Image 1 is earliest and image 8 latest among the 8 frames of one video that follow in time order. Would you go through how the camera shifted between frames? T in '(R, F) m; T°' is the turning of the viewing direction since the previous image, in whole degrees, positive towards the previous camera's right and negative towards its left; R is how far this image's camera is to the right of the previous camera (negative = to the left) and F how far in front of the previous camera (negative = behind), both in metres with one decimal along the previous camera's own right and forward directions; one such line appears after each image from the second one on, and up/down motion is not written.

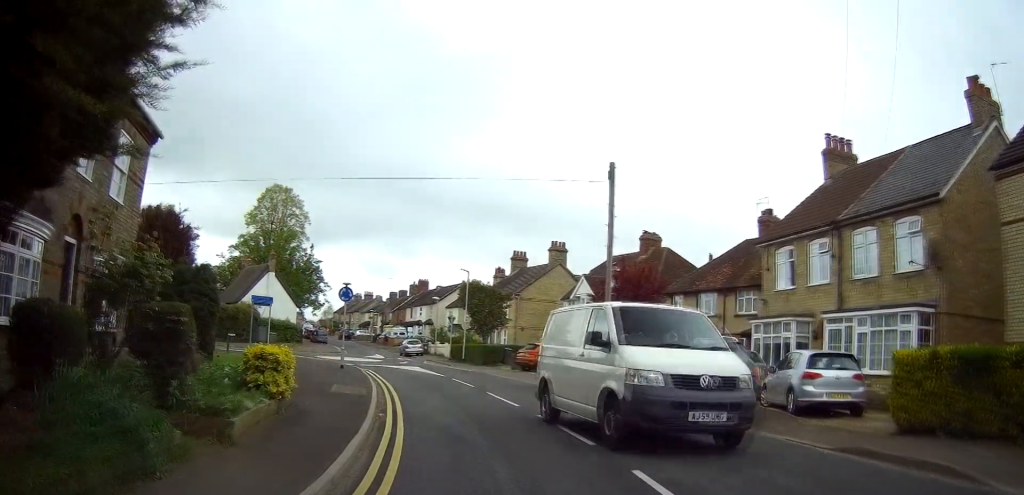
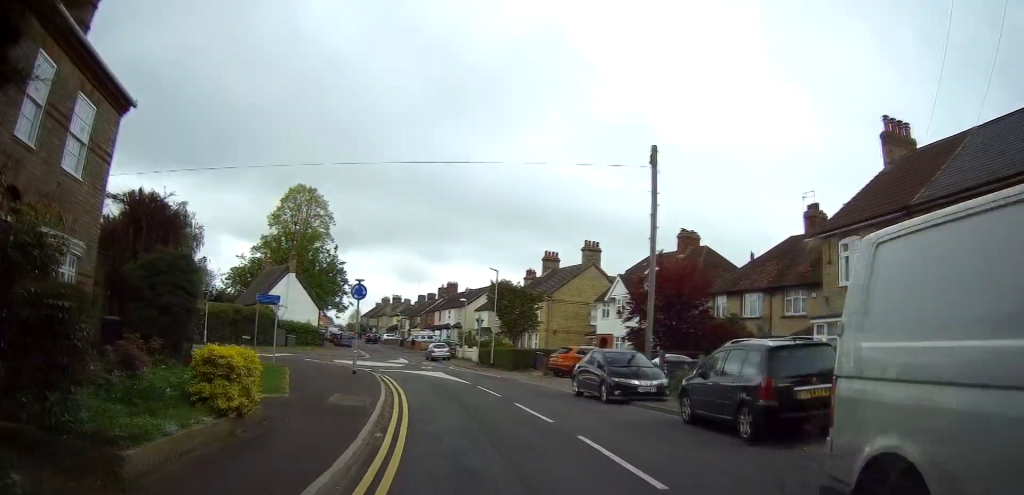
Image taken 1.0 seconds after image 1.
(-0.3, +2.7) m; -9°
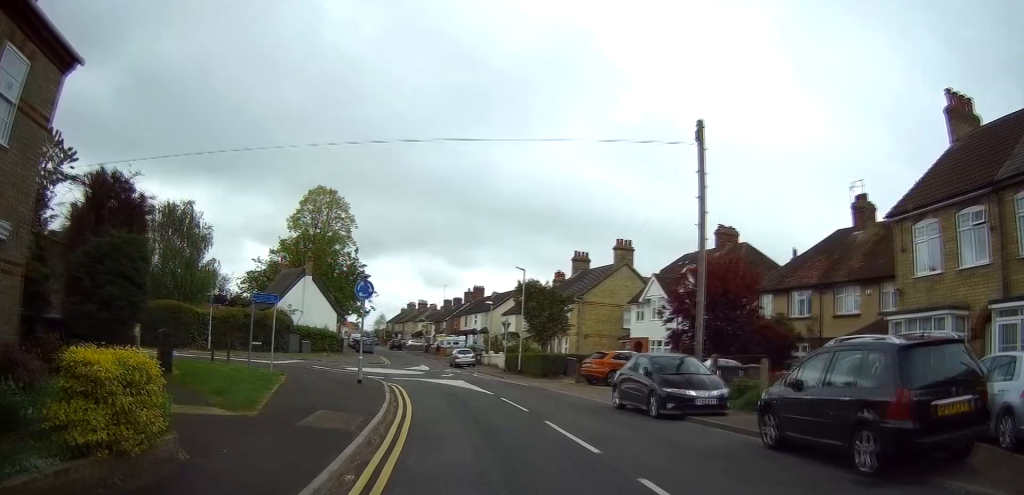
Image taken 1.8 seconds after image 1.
(-0.2, +2.9) m; -4°
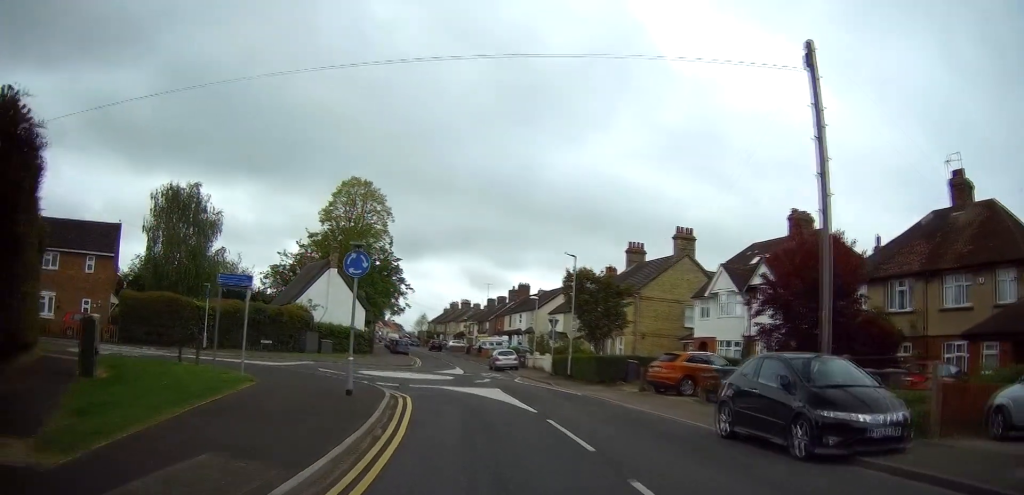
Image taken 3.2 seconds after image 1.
(0.0, +5.6) m; -1°
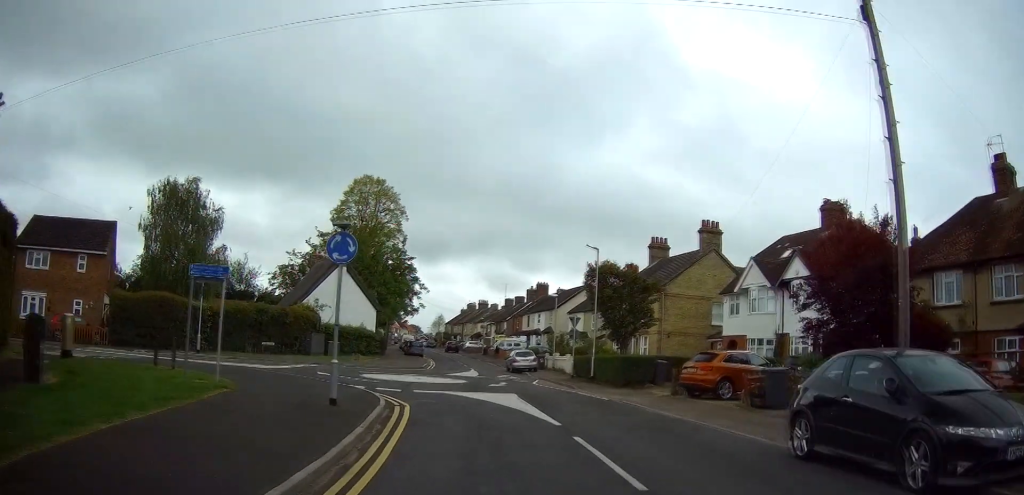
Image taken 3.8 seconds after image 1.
(0.0, +2.5) m; 0°
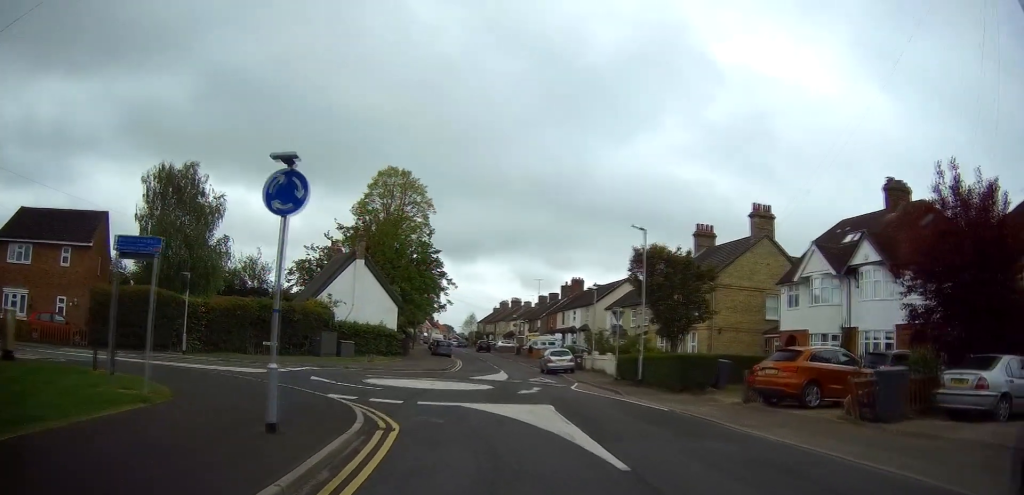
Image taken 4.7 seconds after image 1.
(0.0, +4.4) m; +4°
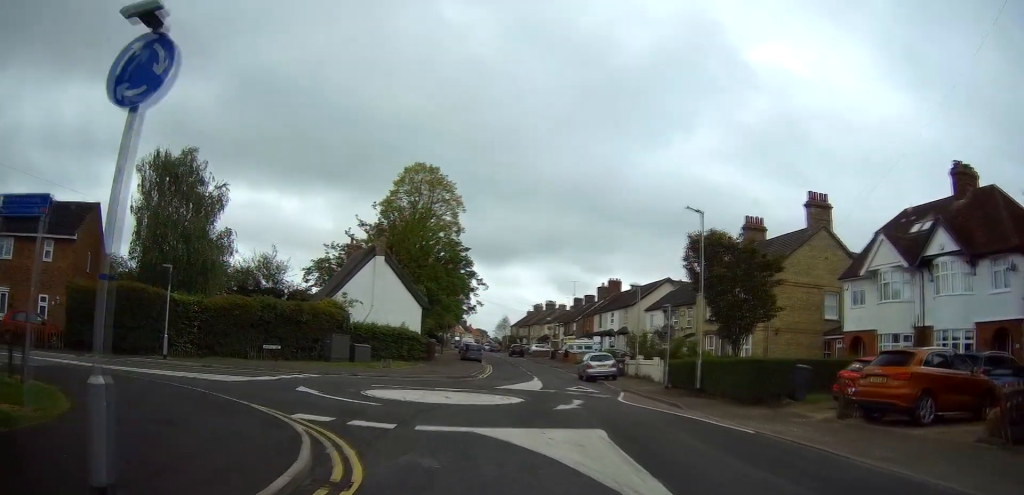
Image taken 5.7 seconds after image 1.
(+0.3, +4.2) m; +2°
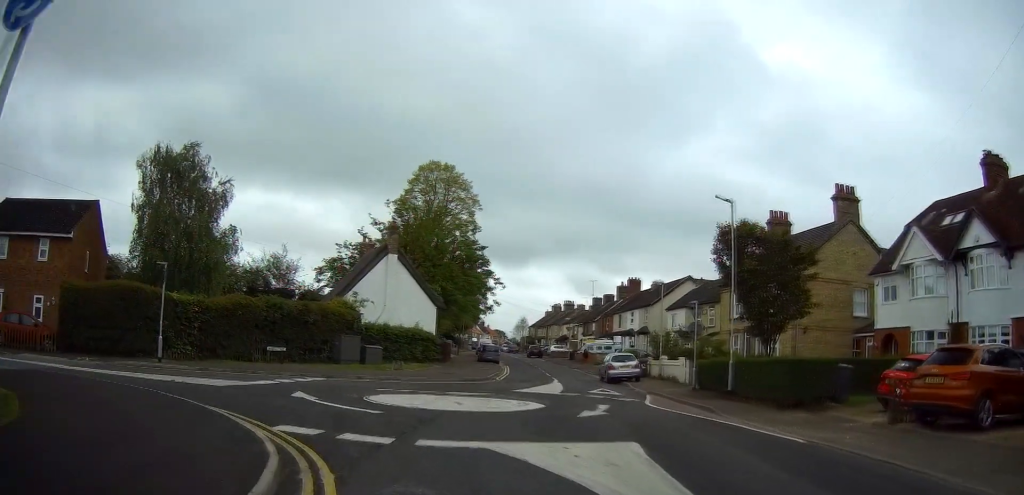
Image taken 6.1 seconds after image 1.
(+0.3, +1.6) m; -3°
